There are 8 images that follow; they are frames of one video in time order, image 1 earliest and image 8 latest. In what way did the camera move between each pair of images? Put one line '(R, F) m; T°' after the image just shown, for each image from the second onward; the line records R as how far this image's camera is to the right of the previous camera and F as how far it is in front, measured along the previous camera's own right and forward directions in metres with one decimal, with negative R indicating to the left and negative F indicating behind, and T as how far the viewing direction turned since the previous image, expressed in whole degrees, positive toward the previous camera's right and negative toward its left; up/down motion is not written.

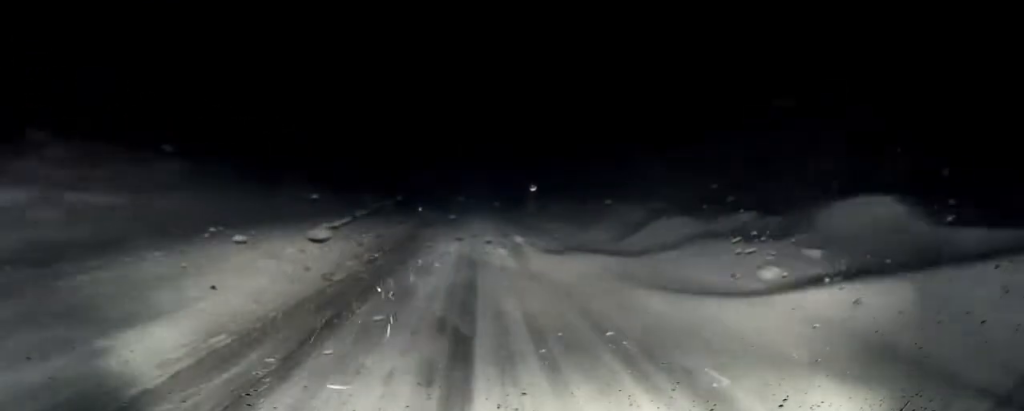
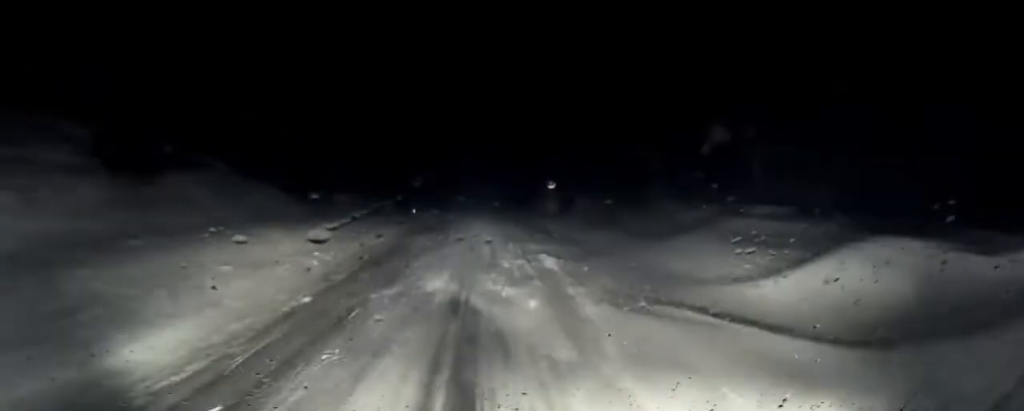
(-0.1, +7.2) m; -1°
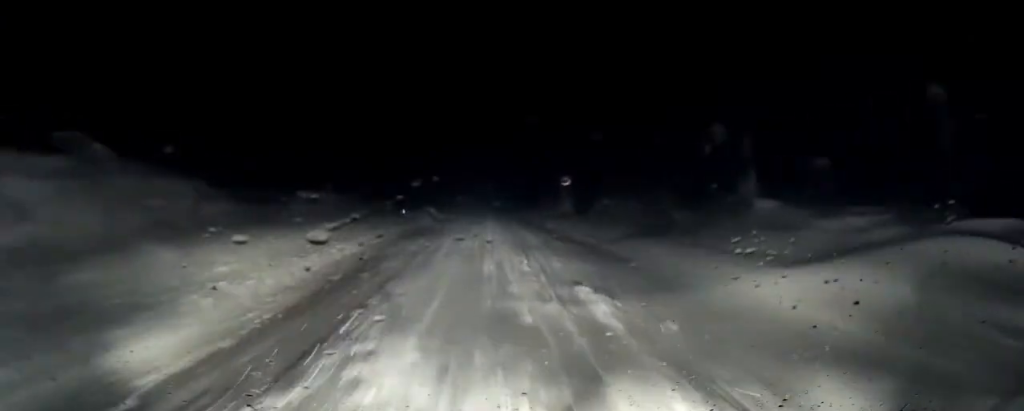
(0.0, +5.2) m; 0°
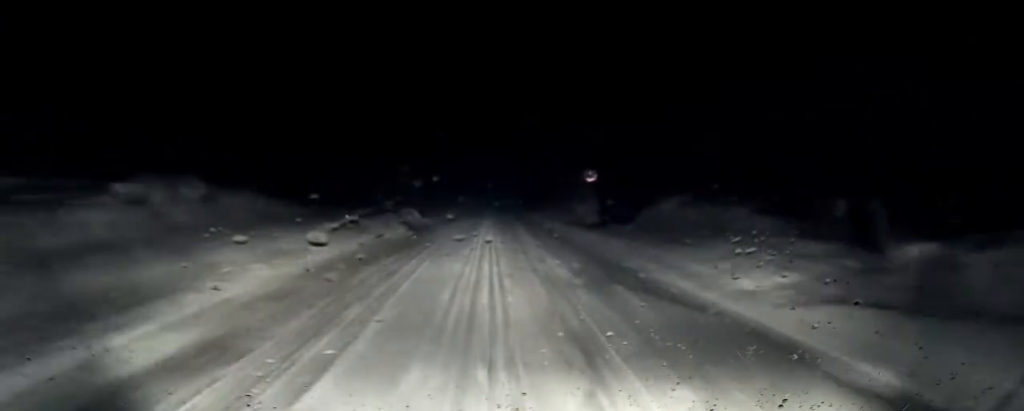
(0.0, +9.2) m; 0°
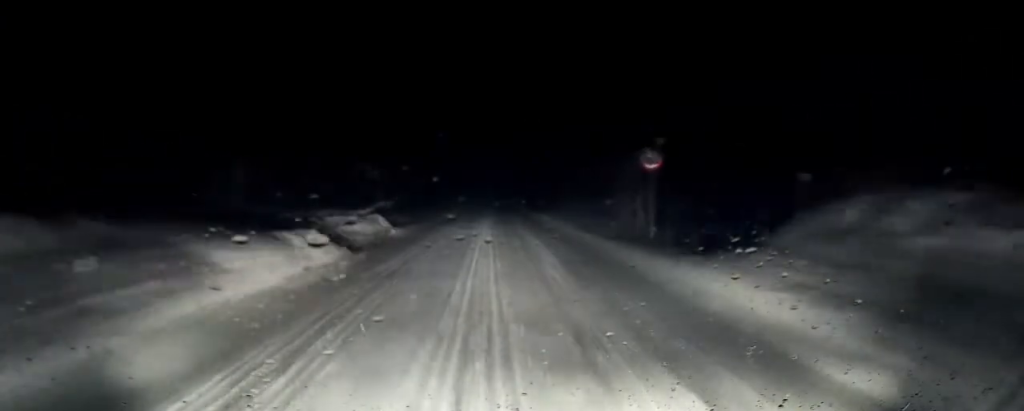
(0.0, +10.0) m; 0°
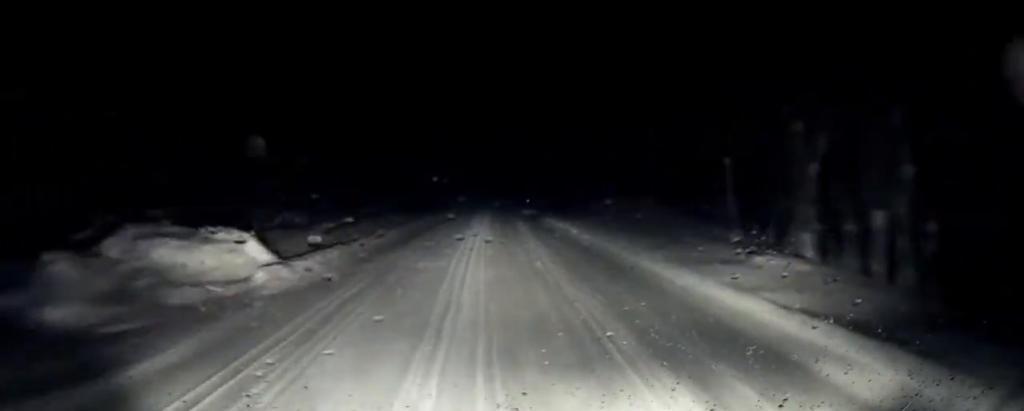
(0.0, +12.6) m; 0°
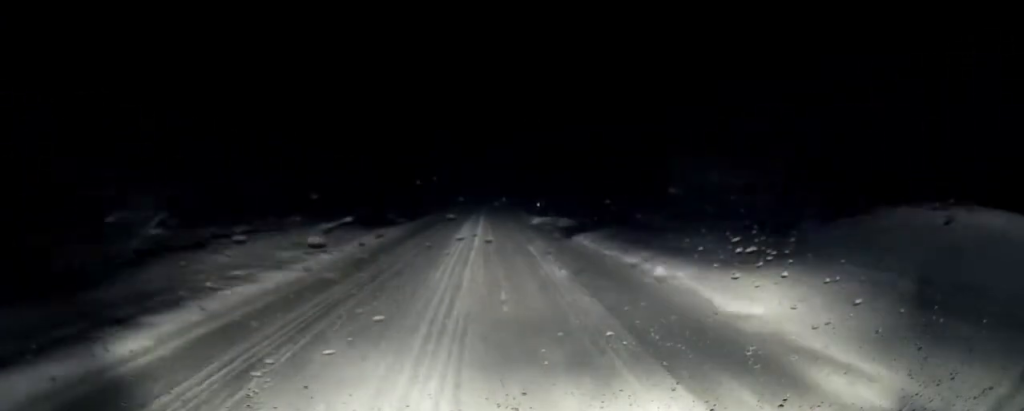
(0.0, +14.2) m; 0°
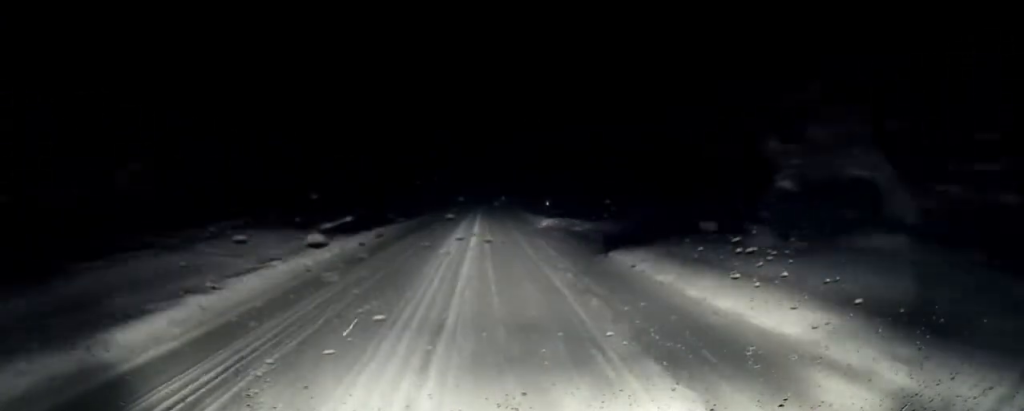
(0.0, +6.4) m; 0°
